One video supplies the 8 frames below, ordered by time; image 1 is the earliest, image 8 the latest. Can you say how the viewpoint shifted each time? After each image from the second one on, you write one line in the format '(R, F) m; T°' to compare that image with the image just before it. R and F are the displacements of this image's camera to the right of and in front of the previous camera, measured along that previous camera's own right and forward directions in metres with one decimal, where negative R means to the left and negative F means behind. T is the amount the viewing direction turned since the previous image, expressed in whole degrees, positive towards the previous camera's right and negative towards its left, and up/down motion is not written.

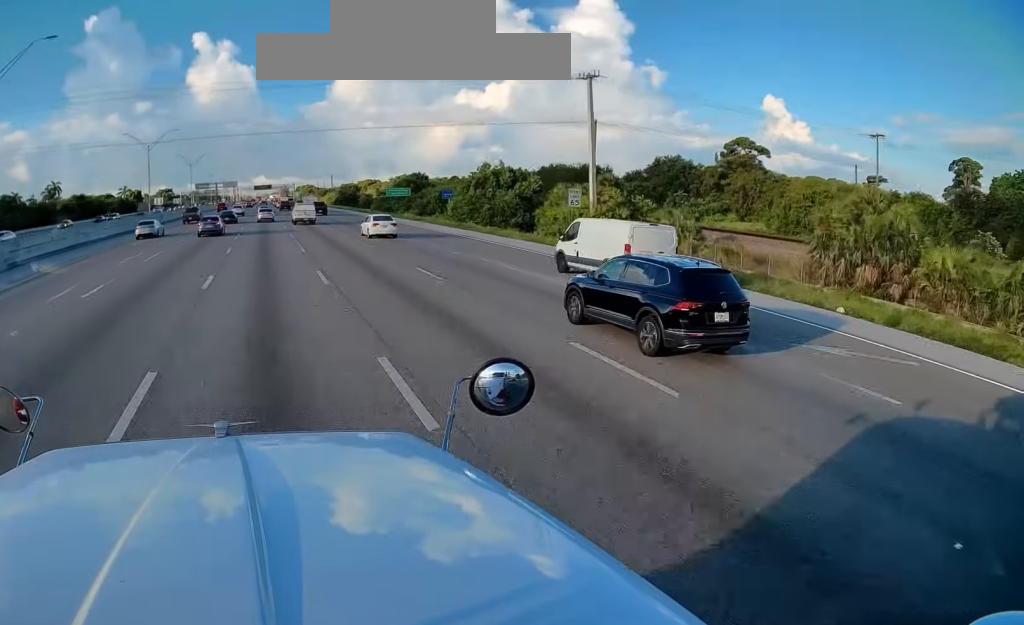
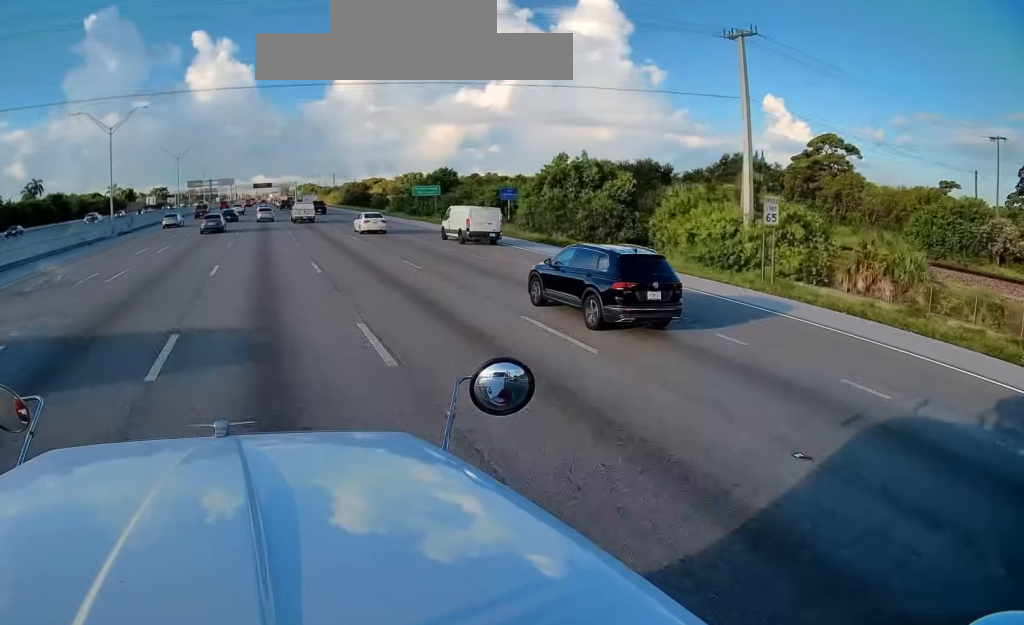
(0.0, +21.9) m; 0°
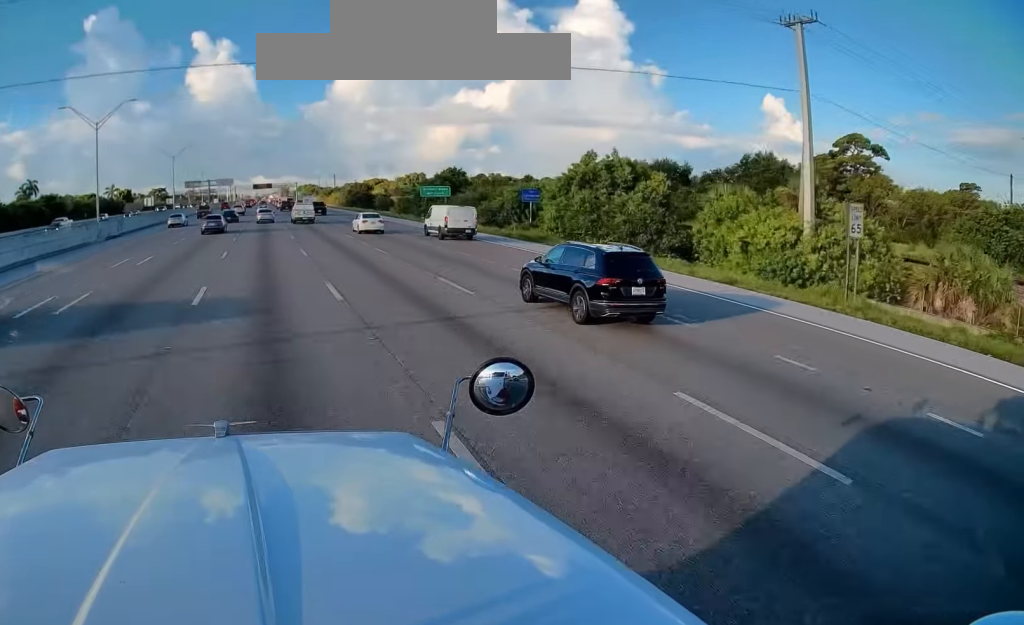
(0.0, +5.8) m; 0°
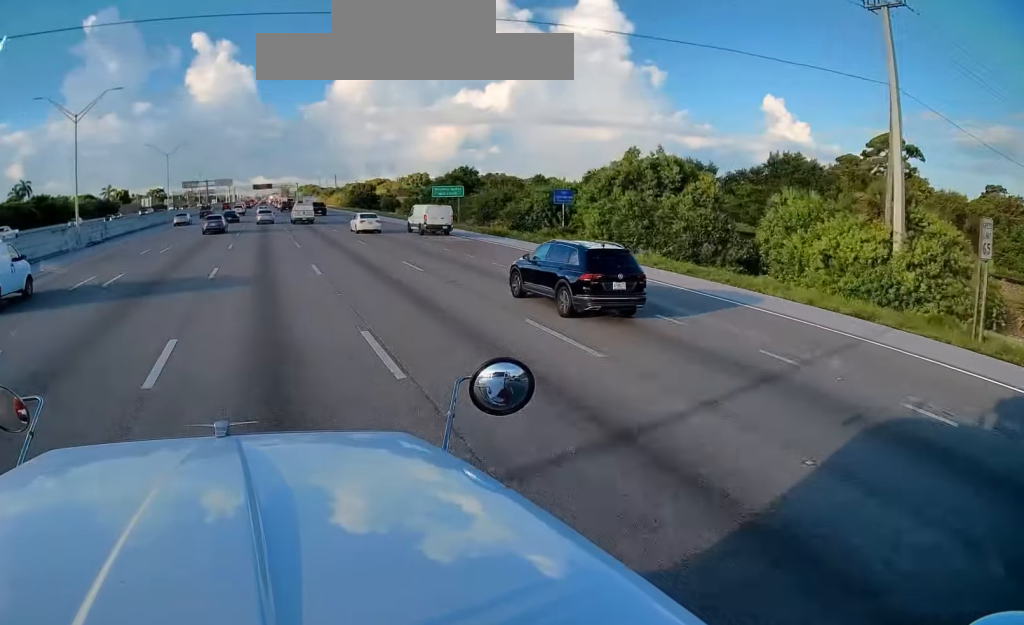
(+0.2, +7.2) m; 0°
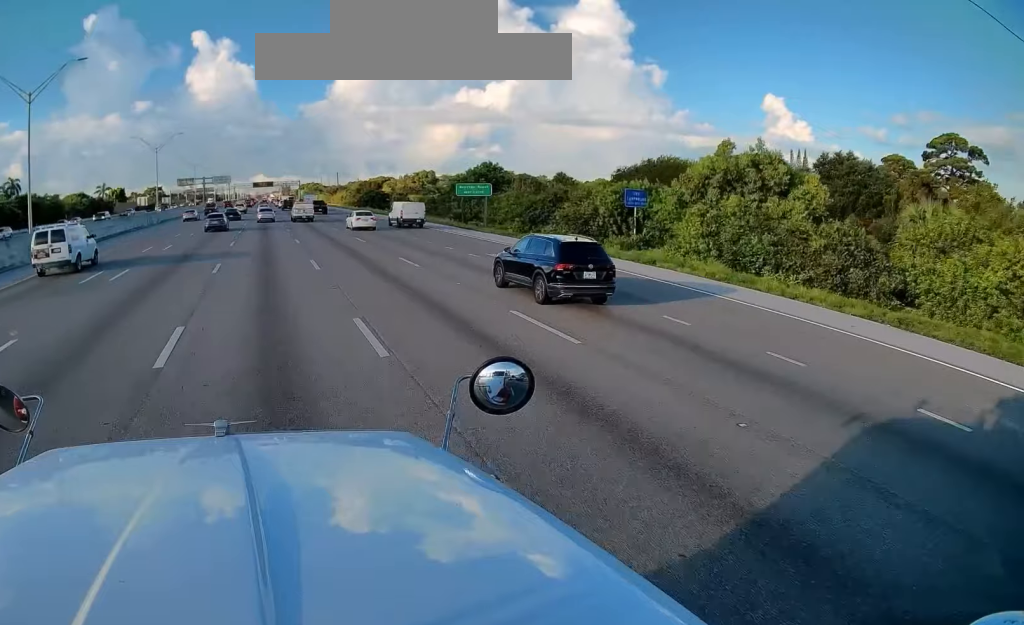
(-0.1, +11.8) m; -1°
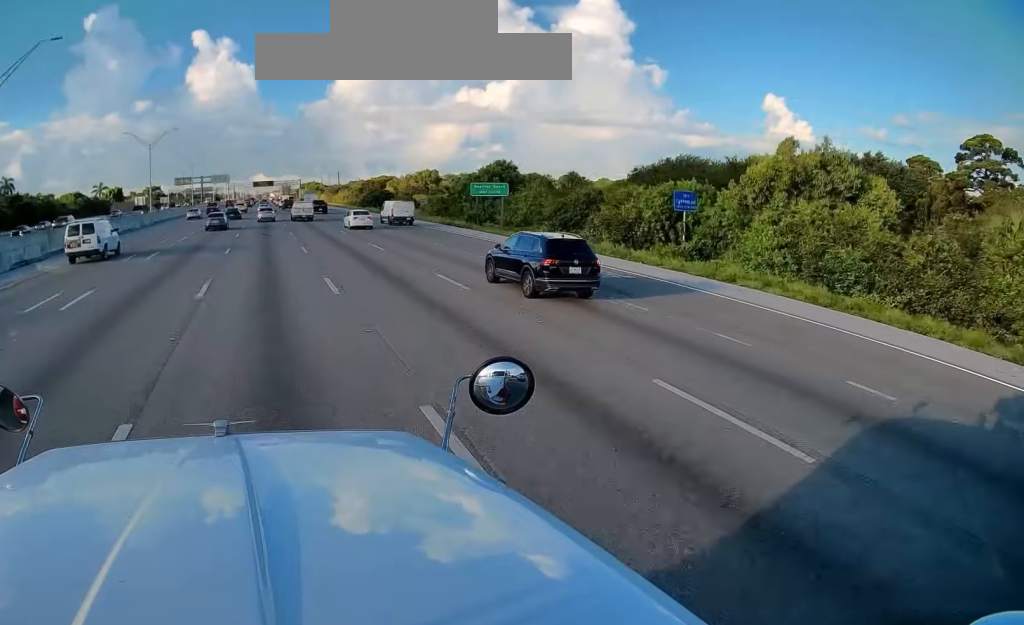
(-0.1, +6.0) m; -1°
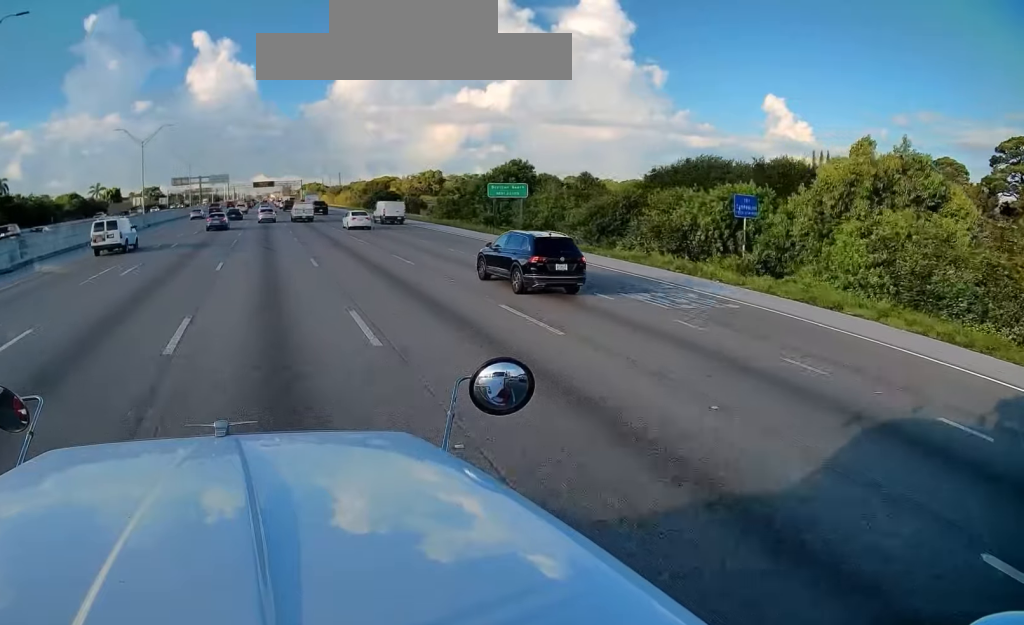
(0.0, +5.9) m; 0°
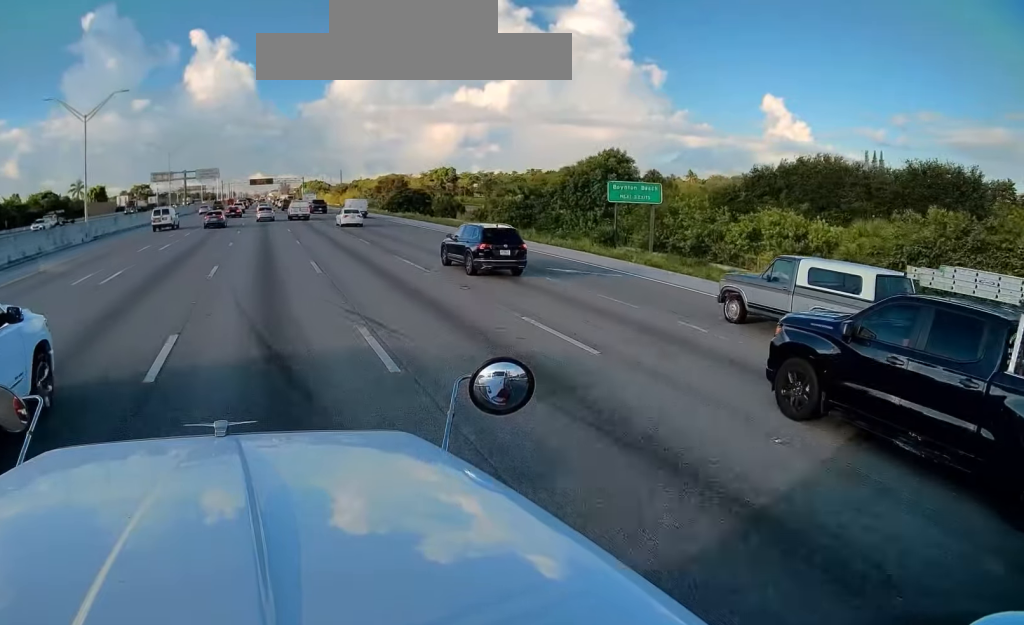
(0.0, +27.2) m; 0°
